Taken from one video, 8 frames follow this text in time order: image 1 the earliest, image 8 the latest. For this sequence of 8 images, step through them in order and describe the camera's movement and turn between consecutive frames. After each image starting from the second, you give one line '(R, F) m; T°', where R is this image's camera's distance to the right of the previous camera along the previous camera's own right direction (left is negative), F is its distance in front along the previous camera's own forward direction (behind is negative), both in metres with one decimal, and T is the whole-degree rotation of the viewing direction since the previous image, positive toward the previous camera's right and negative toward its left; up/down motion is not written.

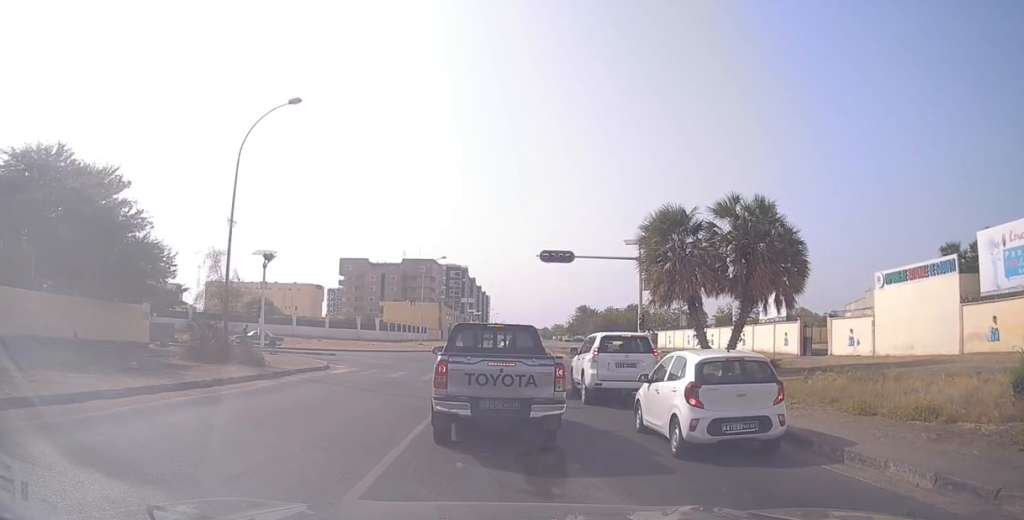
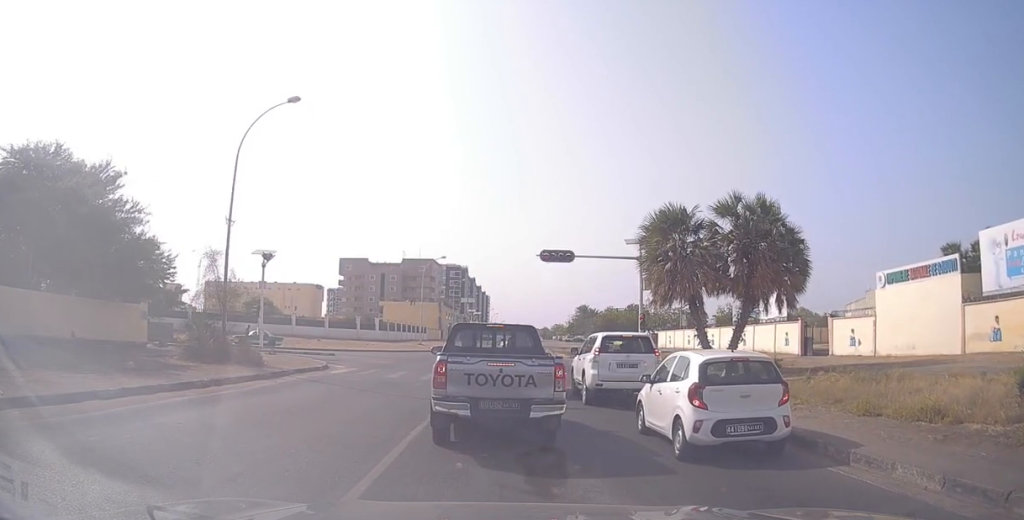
(+0.1, +0.2) m; 0°
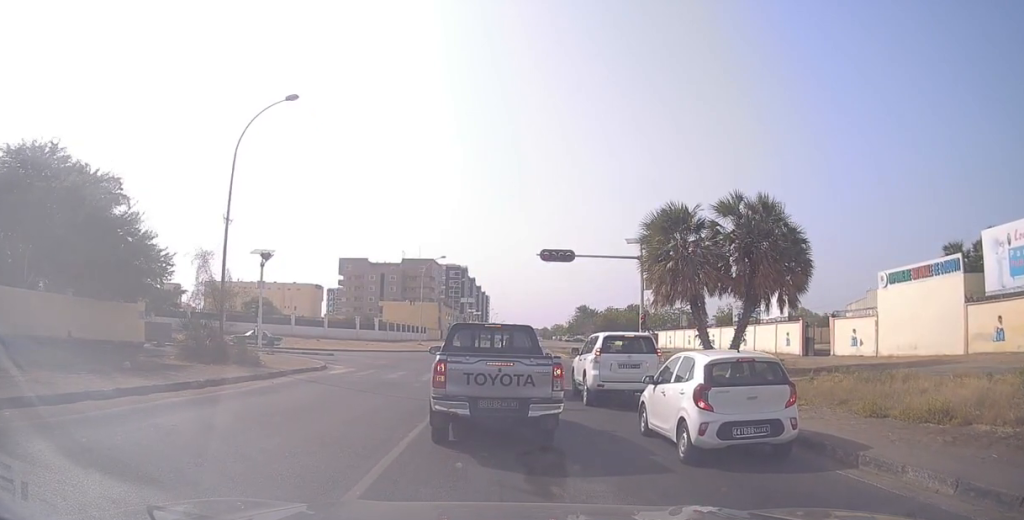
(+0.2, +0.4) m; 0°
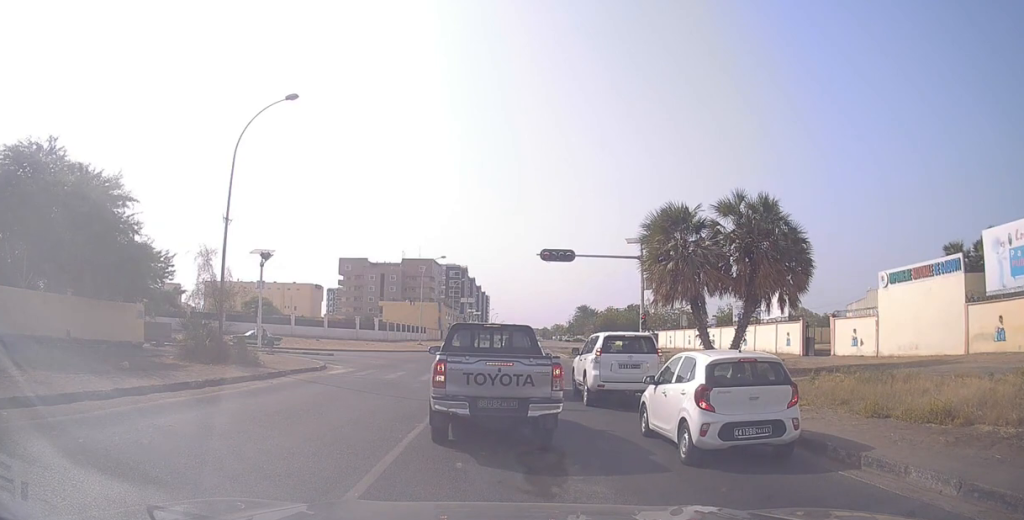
(0.0, 0.0) m; 0°
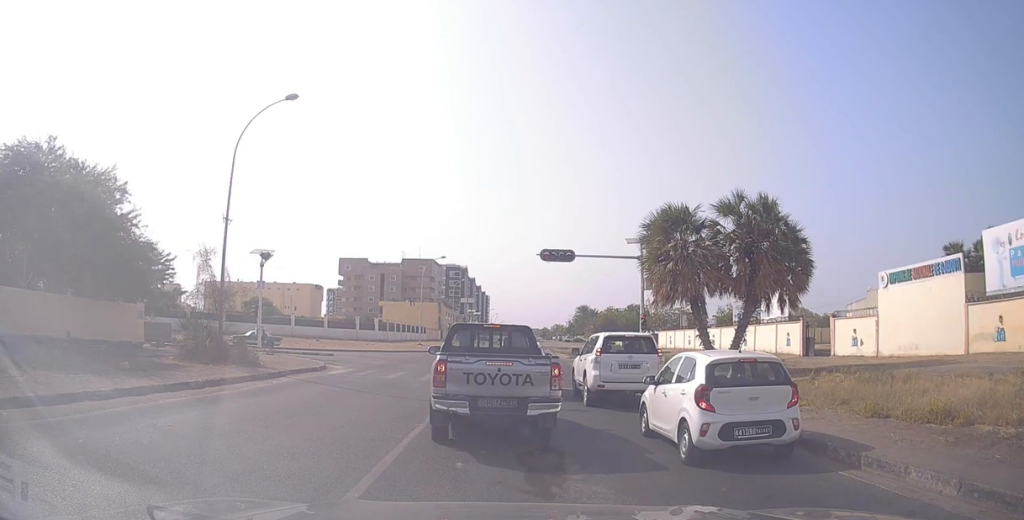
(0.0, 0.0) m; 0°
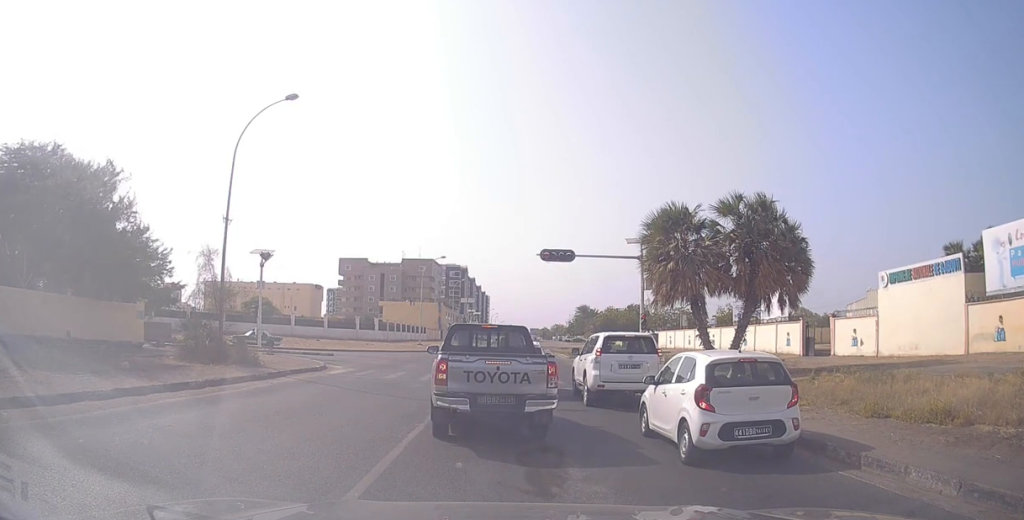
(0.0, 0.0) m; 0°
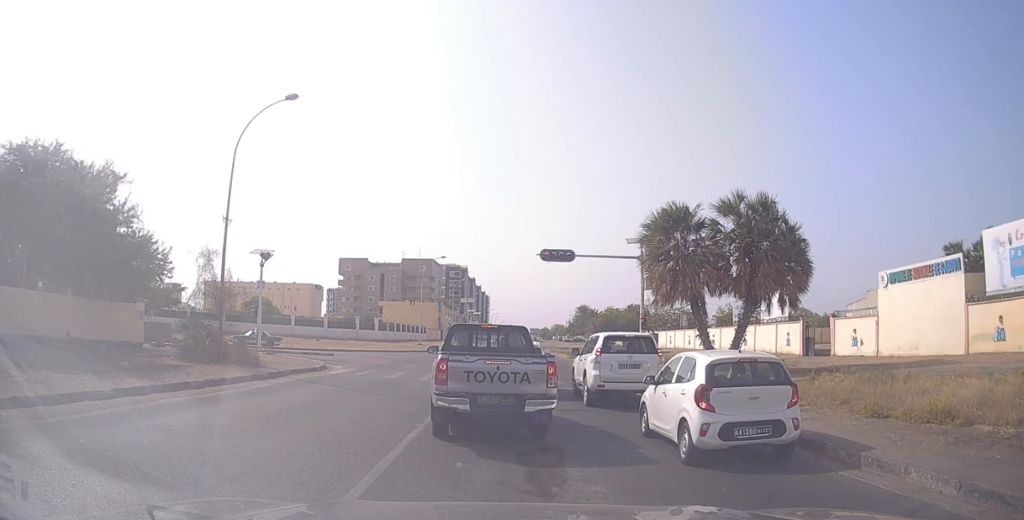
(0.0, 0.0) m; 0°
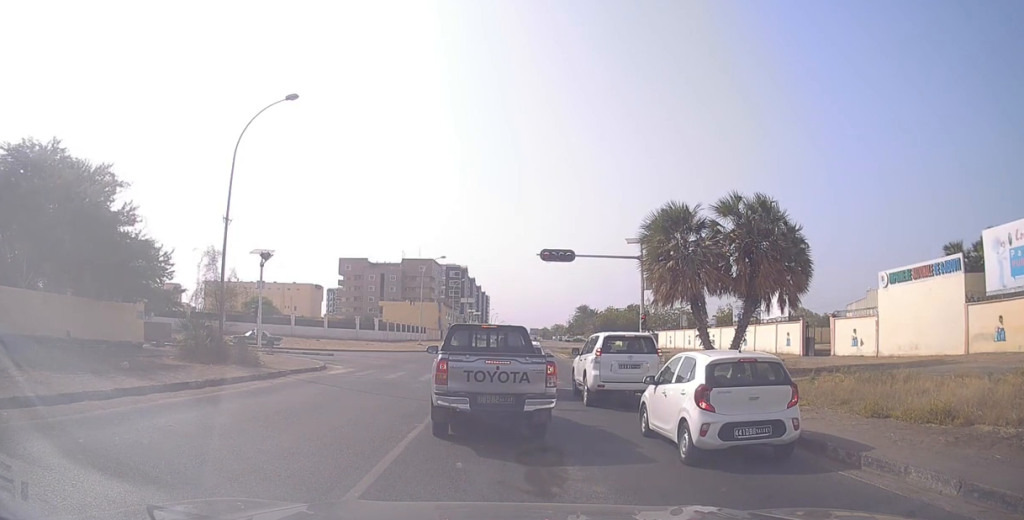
(0.0, 0.0) m; 0°
